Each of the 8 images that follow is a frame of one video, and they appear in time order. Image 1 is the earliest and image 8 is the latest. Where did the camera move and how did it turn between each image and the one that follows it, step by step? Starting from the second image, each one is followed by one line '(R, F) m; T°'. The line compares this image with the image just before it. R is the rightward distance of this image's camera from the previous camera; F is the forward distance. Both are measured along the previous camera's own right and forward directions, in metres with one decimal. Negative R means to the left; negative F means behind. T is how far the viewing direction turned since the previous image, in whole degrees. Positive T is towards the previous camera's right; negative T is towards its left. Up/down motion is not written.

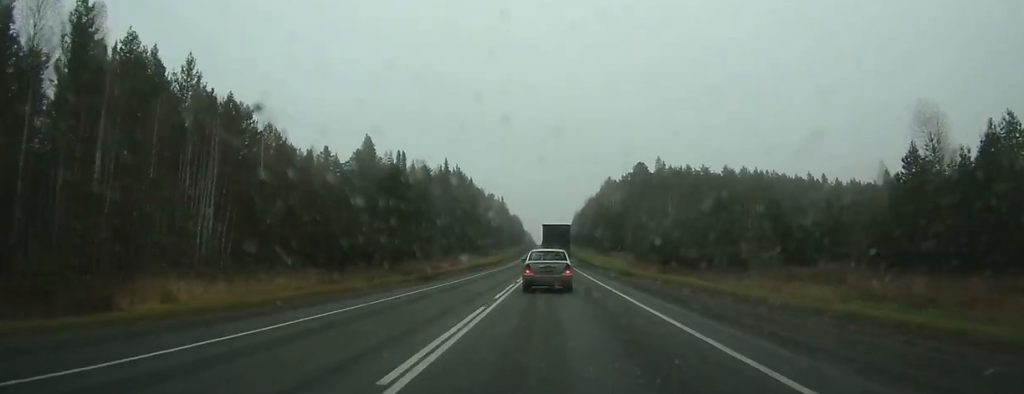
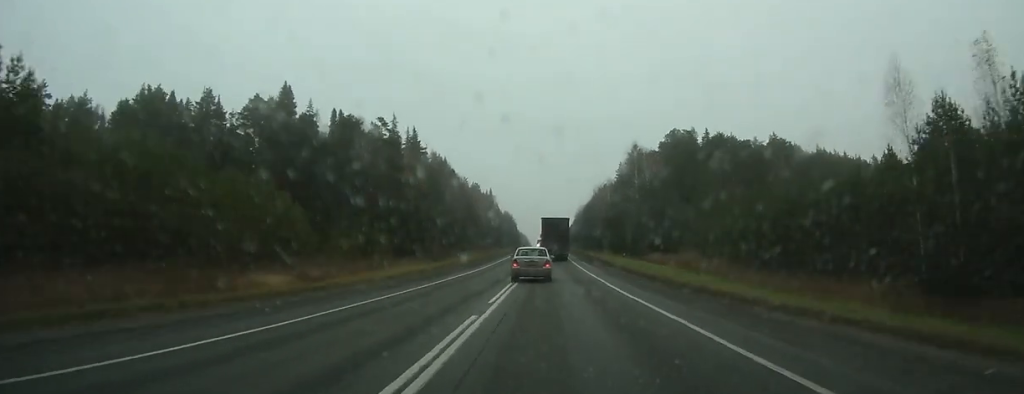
(+0.4, +63.3) m; +1°
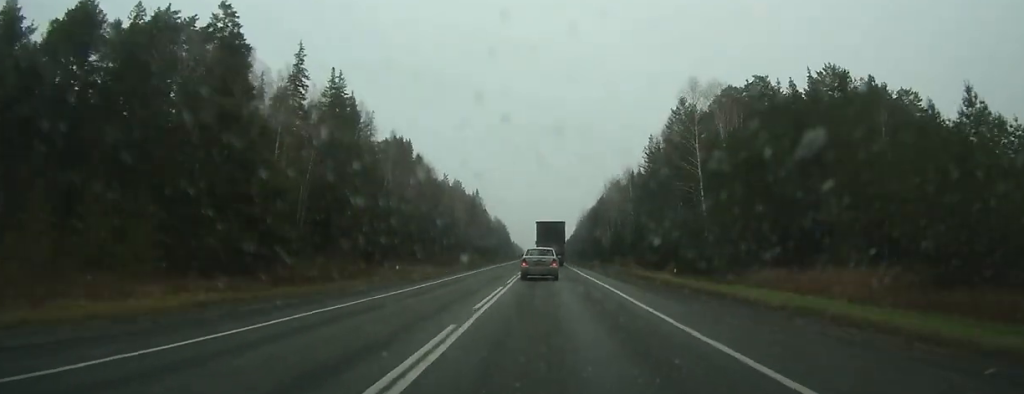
(+0.1, +48.5) m; 0°
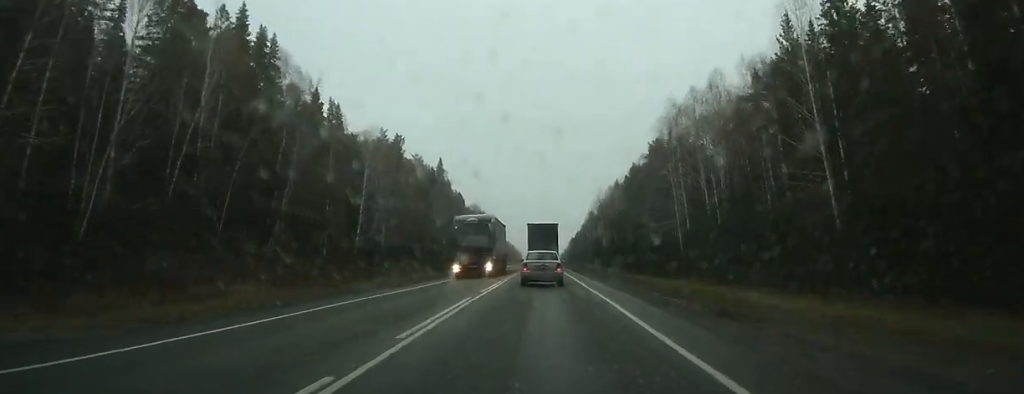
(-0.4, +87.2) m; -1°
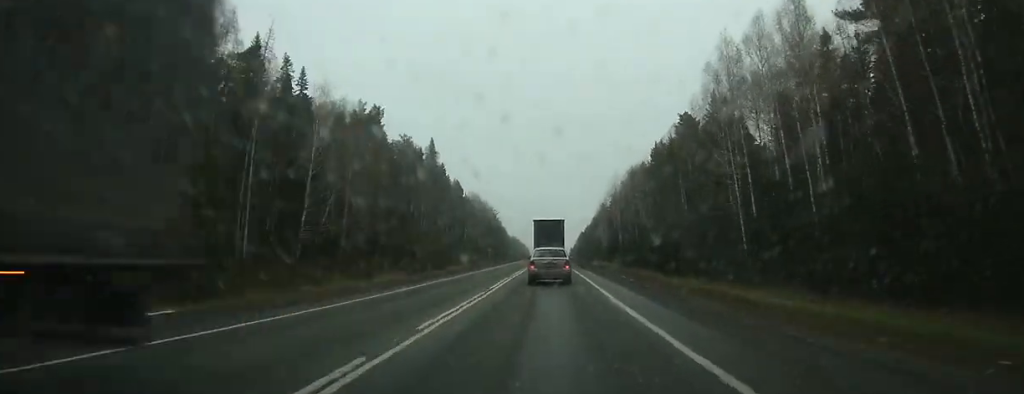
(-0.1, +23.0) m; 0°
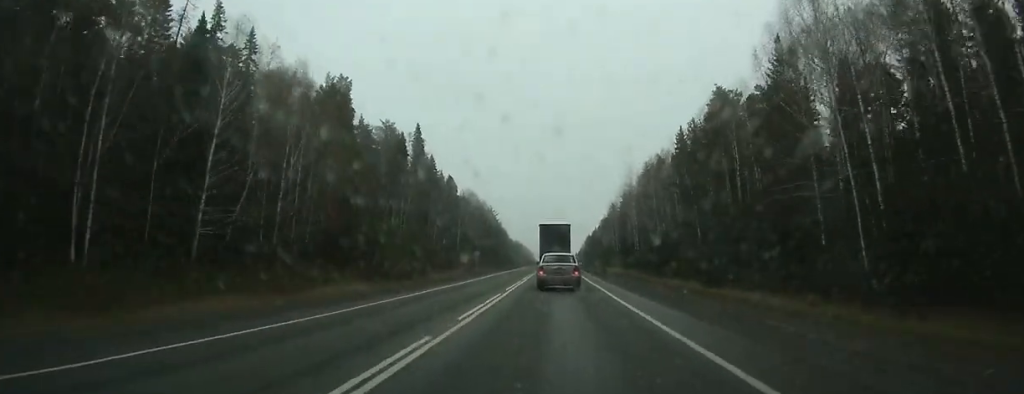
(-0.1, +21.5) m; 0°
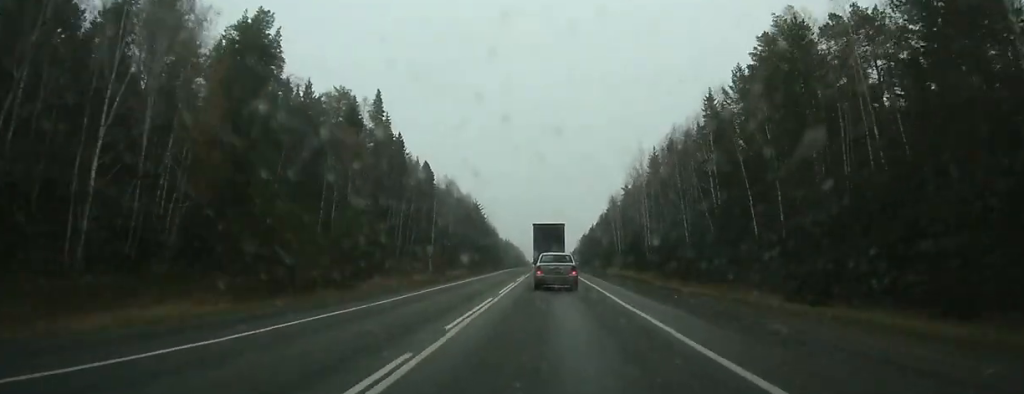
(-0.1, +25.3) m; 0°
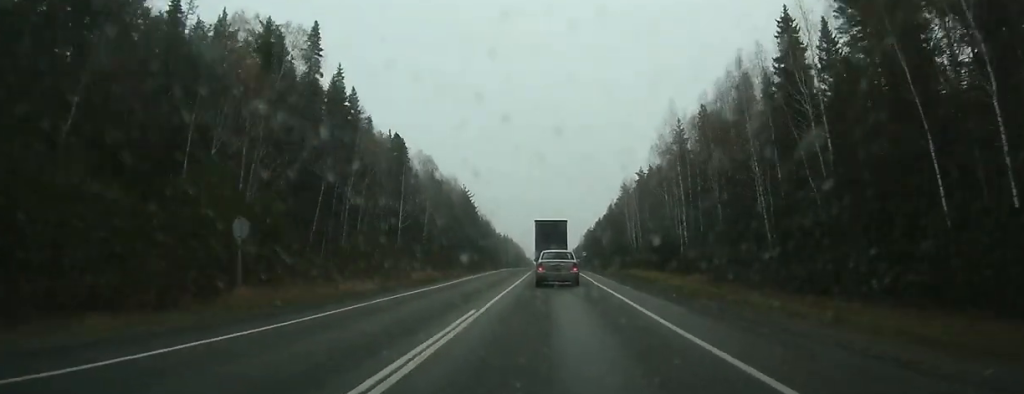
(0.0, +29.2) m; 0°
